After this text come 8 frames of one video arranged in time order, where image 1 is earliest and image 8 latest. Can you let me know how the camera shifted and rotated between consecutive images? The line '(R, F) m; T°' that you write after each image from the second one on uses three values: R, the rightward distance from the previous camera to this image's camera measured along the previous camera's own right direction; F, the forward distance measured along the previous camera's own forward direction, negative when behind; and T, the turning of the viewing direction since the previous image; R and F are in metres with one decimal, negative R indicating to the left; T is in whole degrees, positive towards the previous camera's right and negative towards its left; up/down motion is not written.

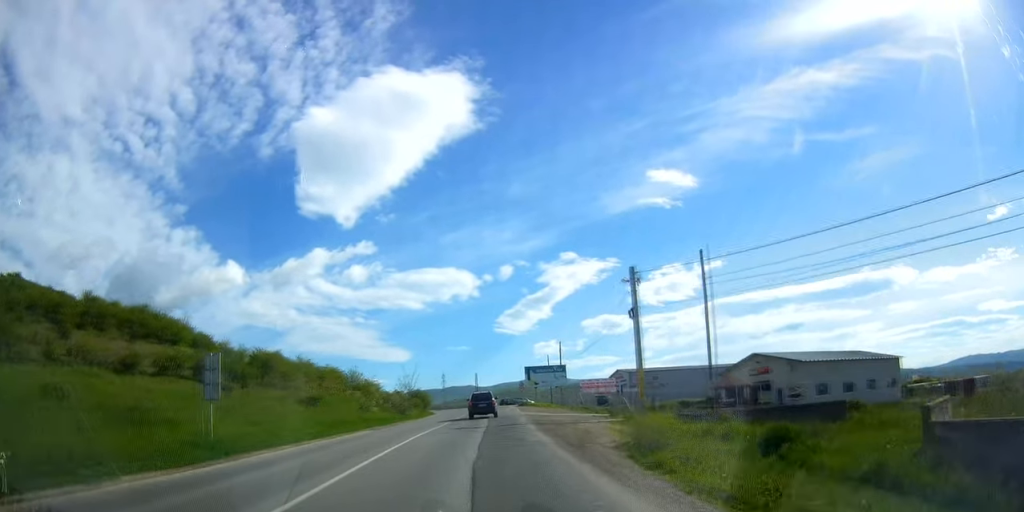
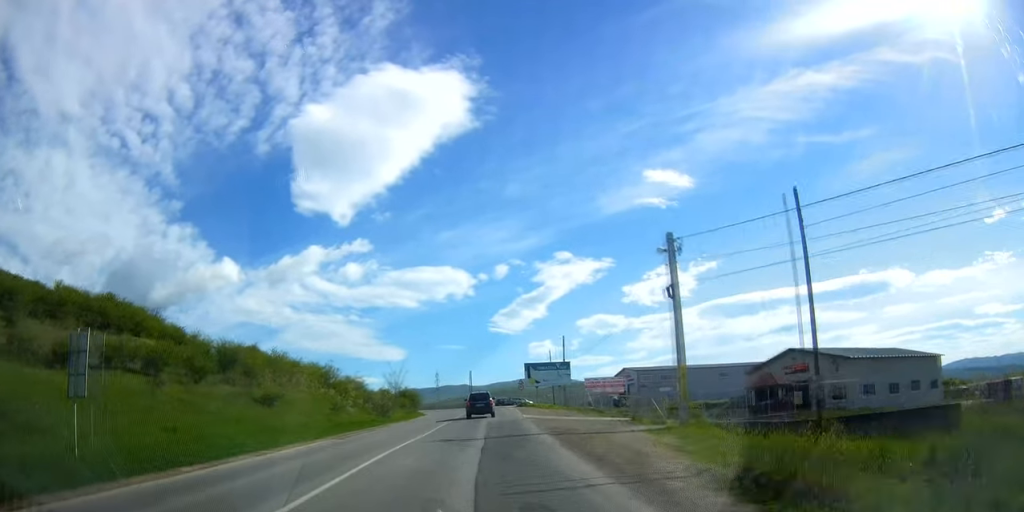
(+0.2, +7.0) m; +1°
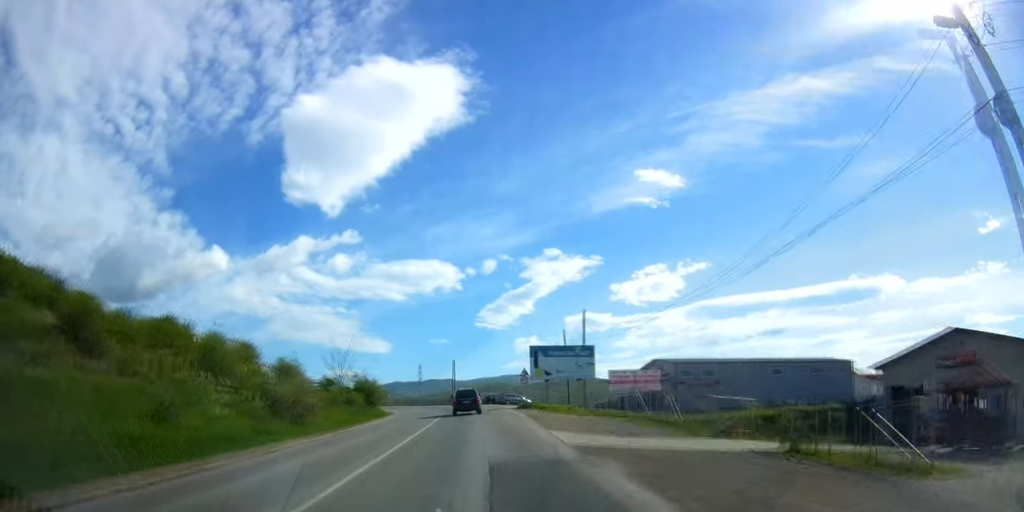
(+0.3, +19.4) m; +2°
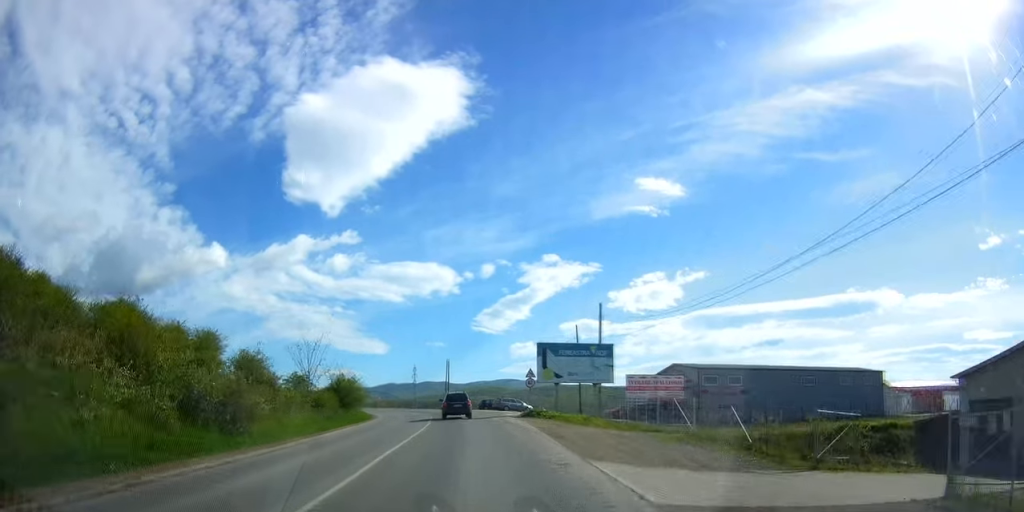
(+0.1, +7.4) m; 0°
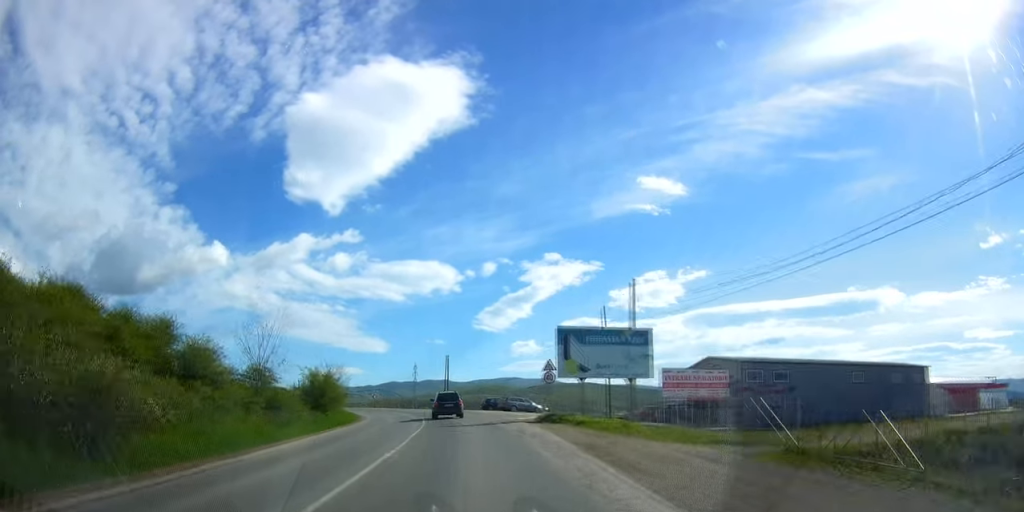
(+0.1, +8.1) m; +1°
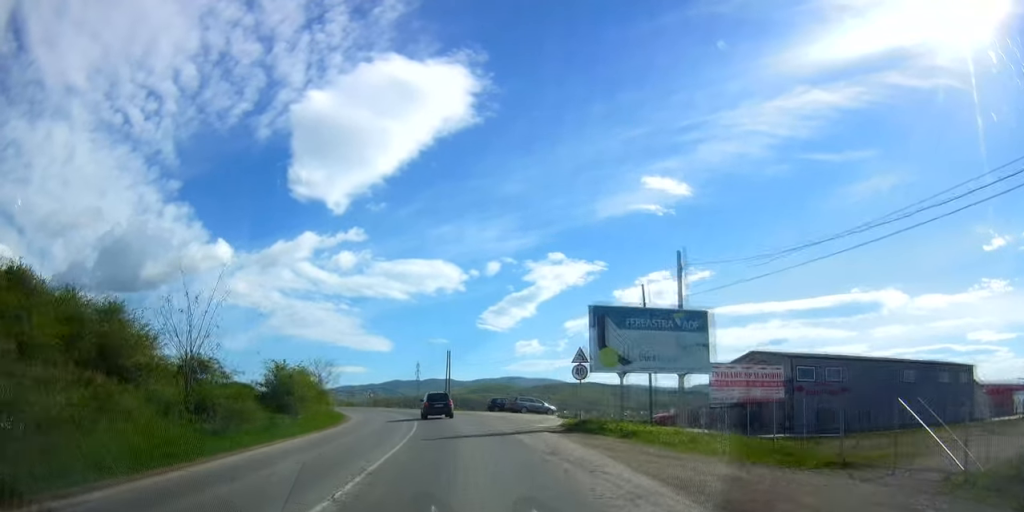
(0.0, +7.5) m; +1°
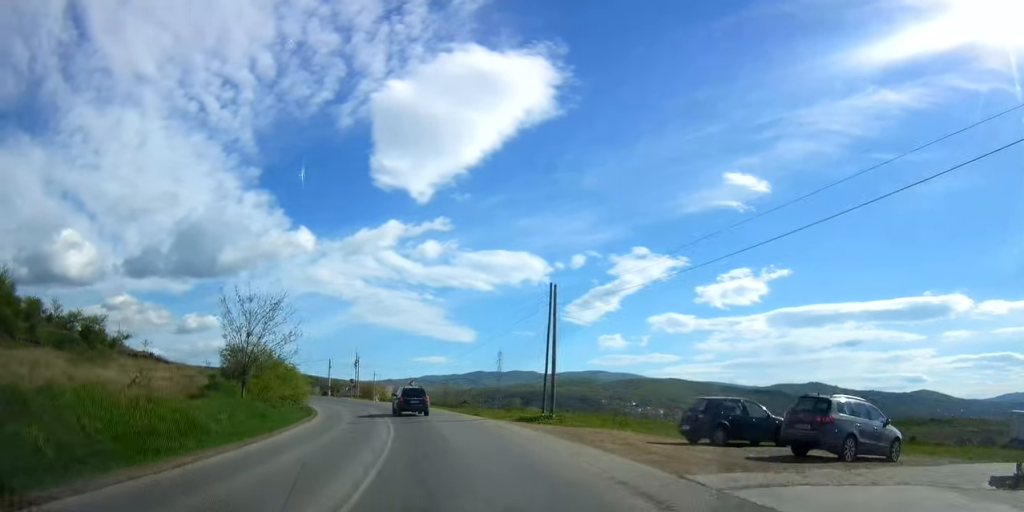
(+0.7, +38.2) m; -2°
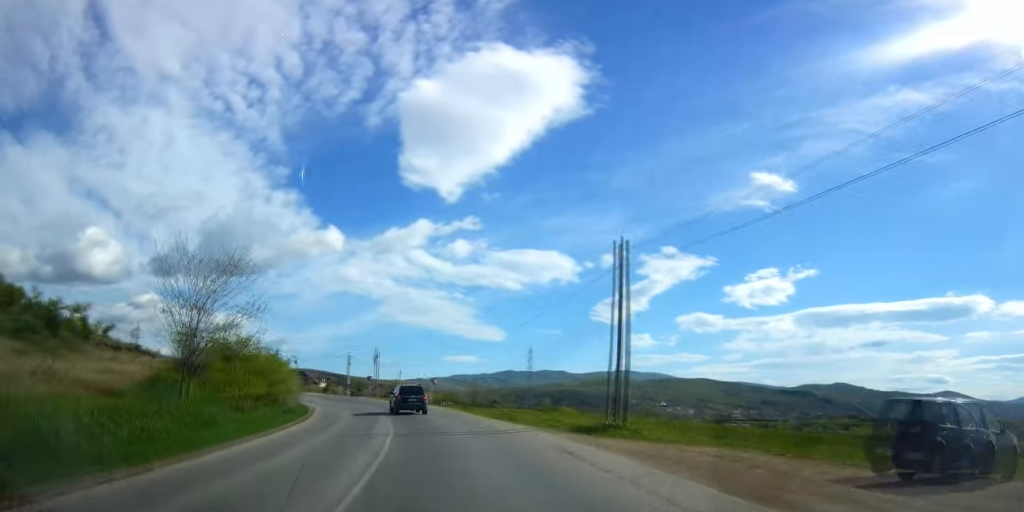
(-0.2, +8.5) m; -2°
